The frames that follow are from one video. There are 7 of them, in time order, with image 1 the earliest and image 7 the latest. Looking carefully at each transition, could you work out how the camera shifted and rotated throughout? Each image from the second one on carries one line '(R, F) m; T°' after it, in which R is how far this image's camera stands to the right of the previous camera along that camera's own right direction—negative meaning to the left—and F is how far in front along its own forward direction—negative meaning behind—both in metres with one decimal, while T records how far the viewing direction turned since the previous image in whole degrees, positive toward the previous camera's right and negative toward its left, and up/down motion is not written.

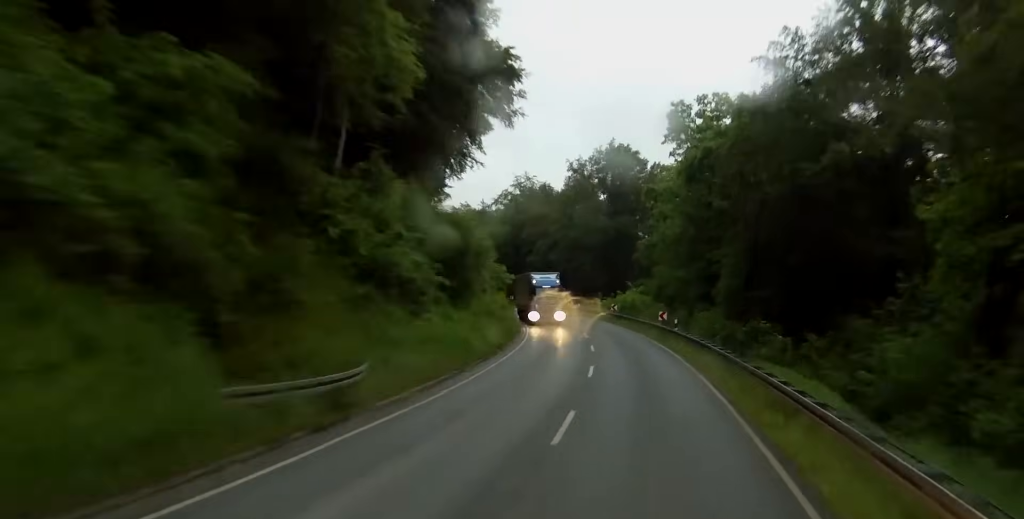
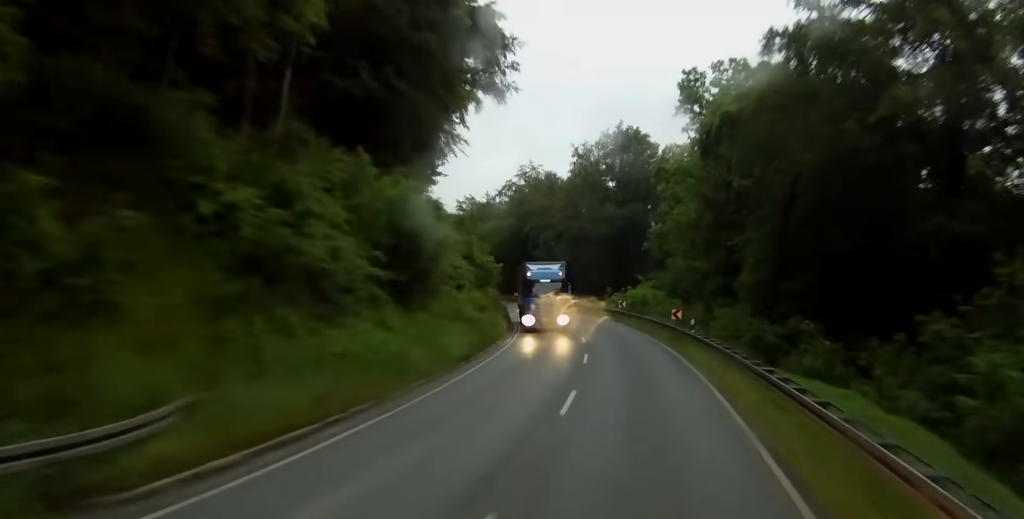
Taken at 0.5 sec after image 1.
(0.0, +9.3) m; 0°
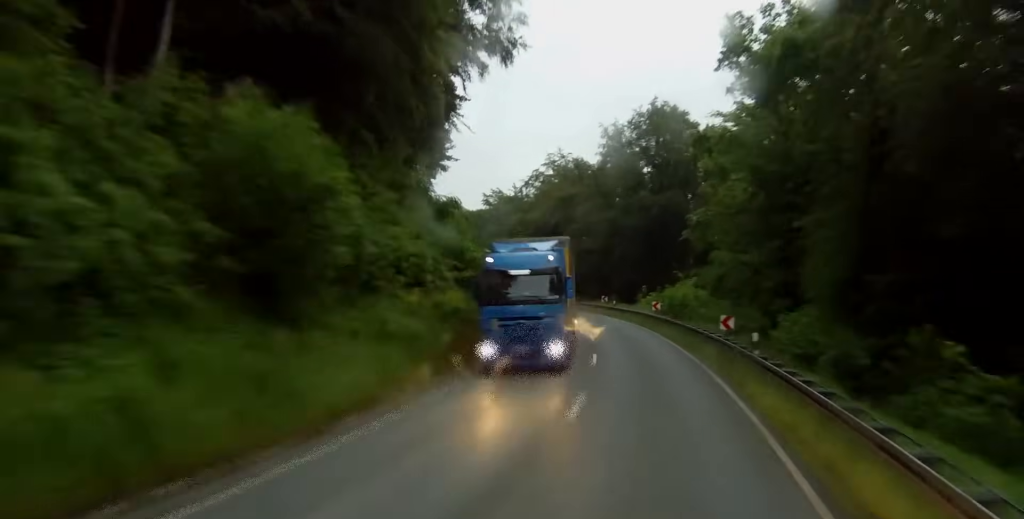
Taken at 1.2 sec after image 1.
(0.0, +13.5) m; -1°
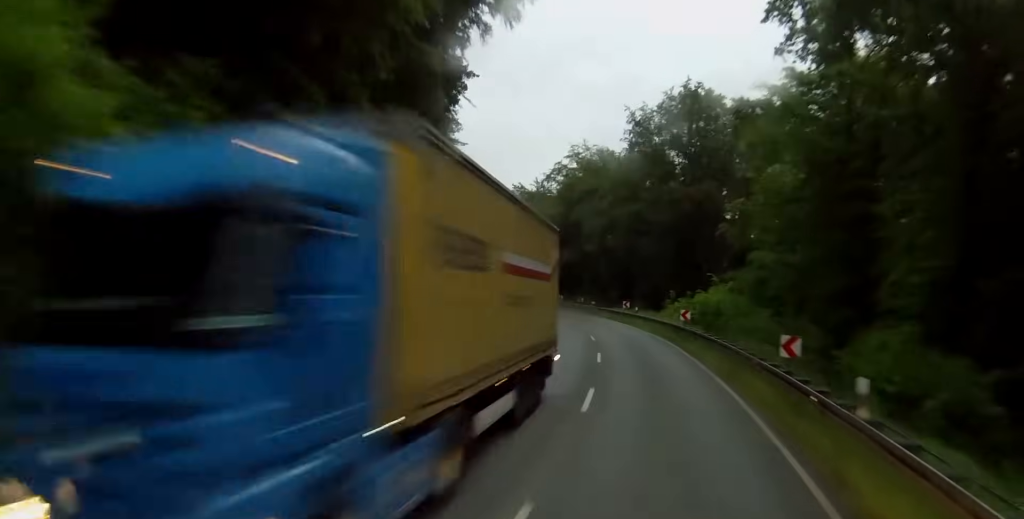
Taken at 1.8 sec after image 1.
(-0.1, +10.8) m; -2°
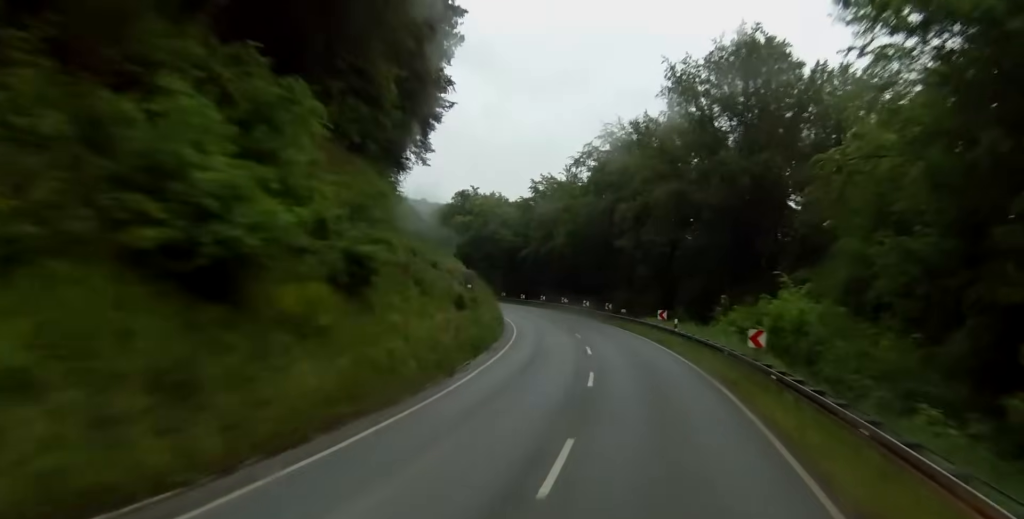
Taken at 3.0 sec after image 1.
(-0.6, +20.2) m; -6°
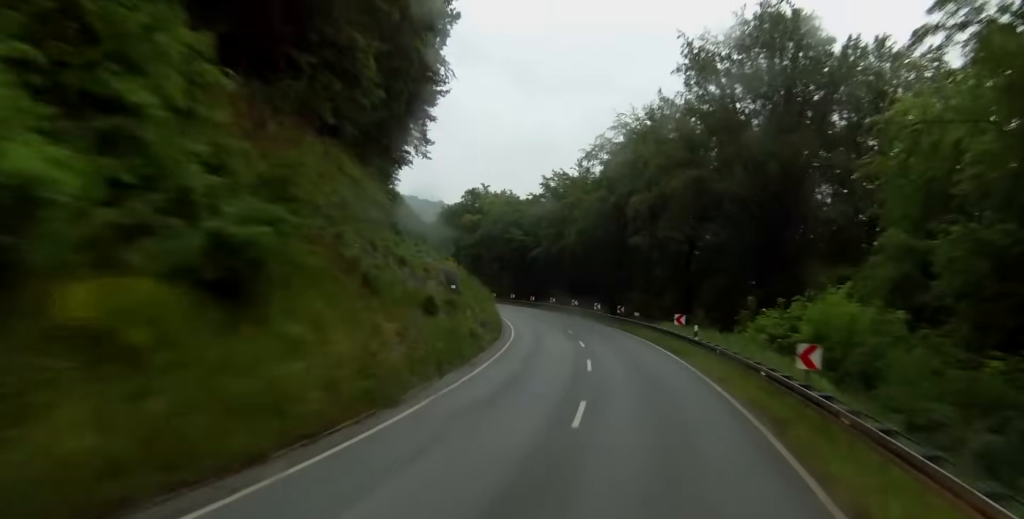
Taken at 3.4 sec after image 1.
(-0.1, +7.1) m; -2°
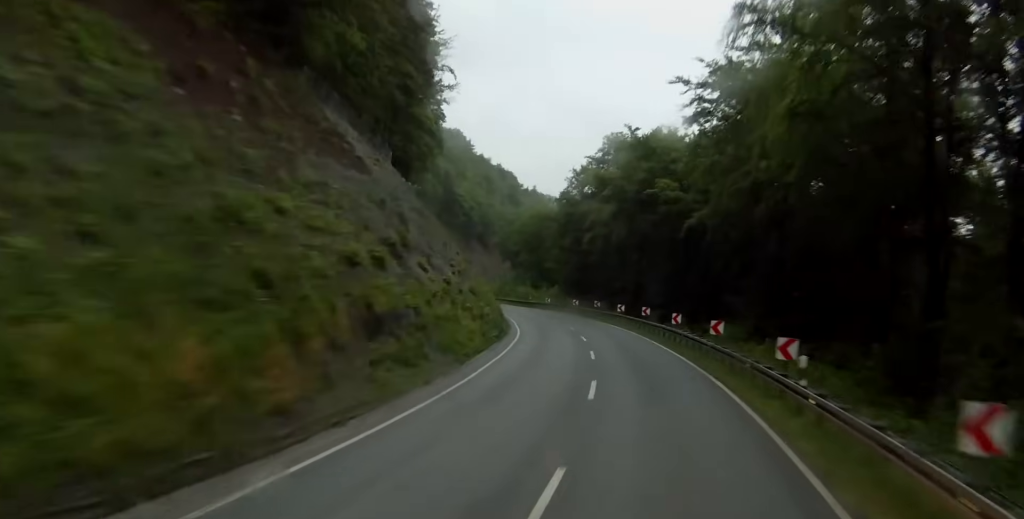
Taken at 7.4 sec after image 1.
(-8.3, +68.9) m; -12°
